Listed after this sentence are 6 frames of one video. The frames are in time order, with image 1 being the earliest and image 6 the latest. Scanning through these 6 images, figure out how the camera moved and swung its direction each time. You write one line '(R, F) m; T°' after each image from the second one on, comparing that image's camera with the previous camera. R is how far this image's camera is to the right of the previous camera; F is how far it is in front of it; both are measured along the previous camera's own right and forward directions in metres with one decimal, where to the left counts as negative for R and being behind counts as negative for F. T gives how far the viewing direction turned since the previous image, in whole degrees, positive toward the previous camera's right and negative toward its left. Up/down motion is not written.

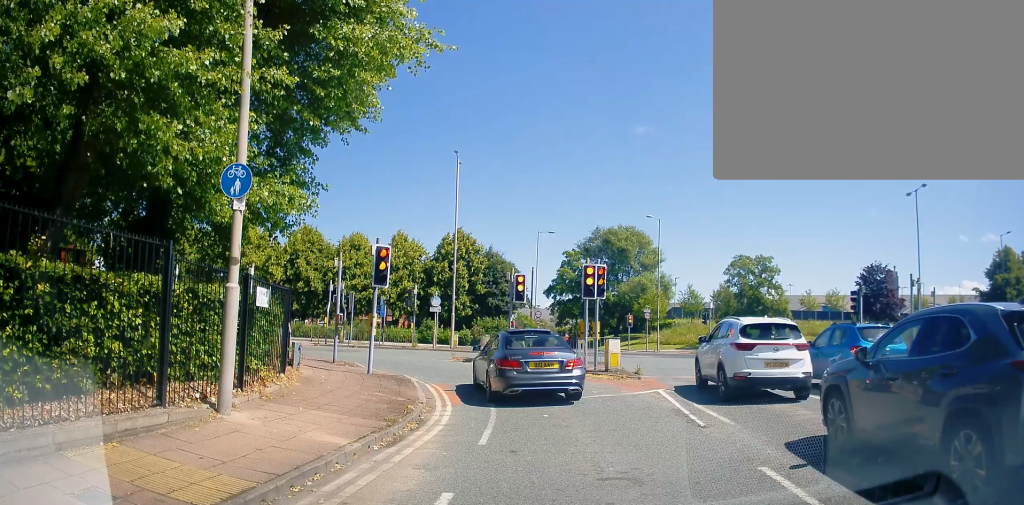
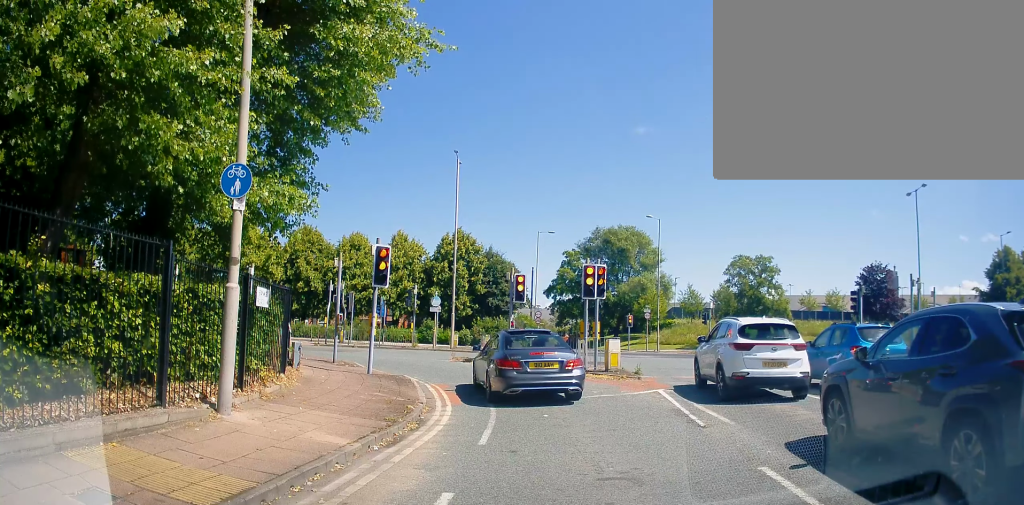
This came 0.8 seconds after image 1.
(0.0, 0.0) m; 0°
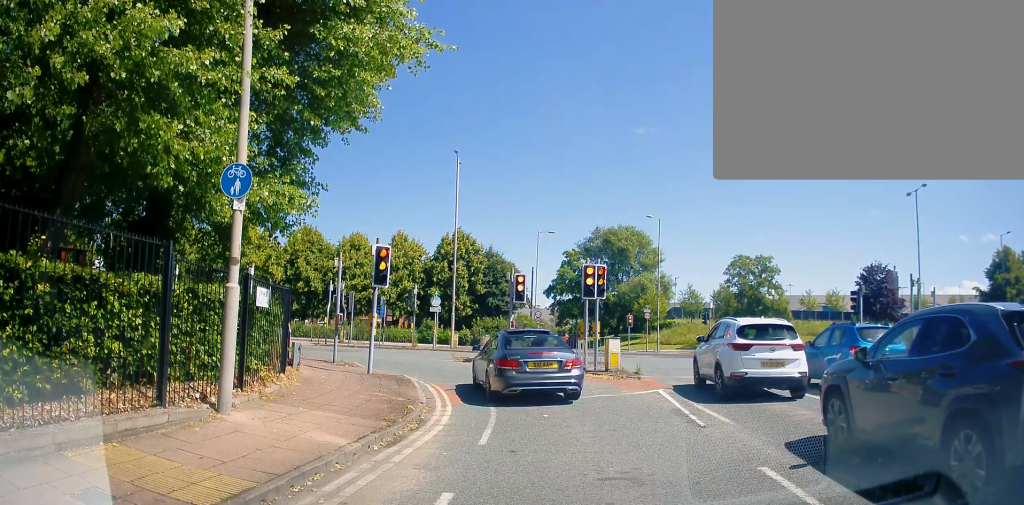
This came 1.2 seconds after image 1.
(0.0, 0.0) m; 0°
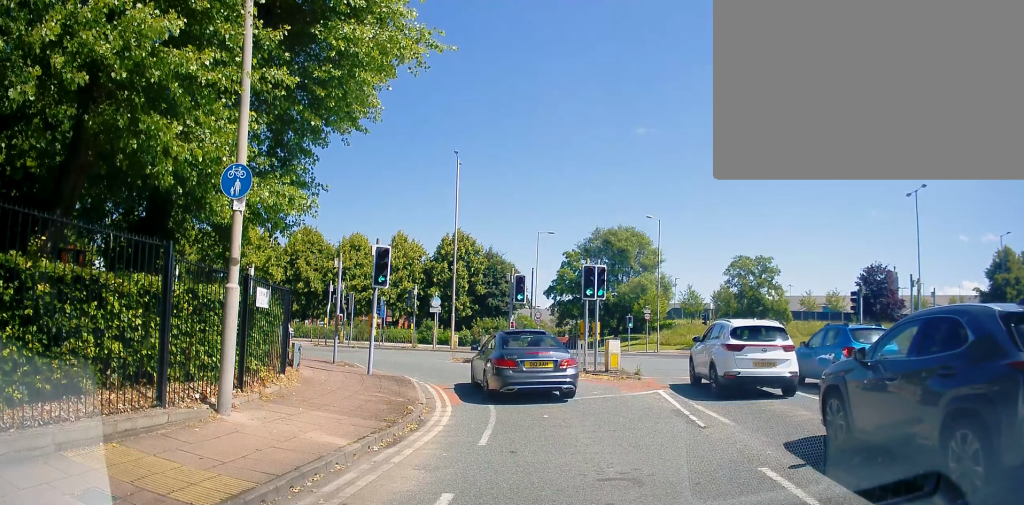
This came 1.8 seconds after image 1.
(0.0, 0.0) m; 0°
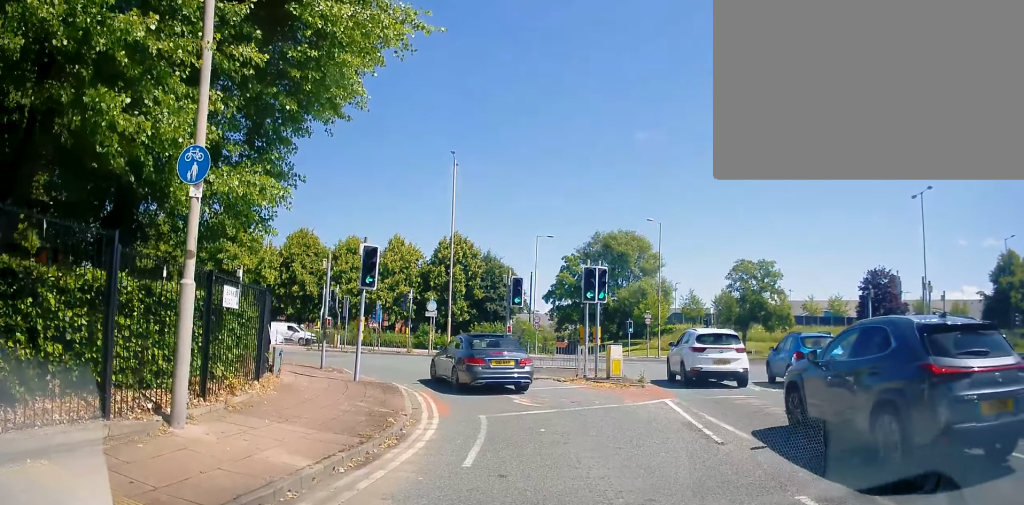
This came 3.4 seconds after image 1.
(-0.1, +0.9) m; 0°
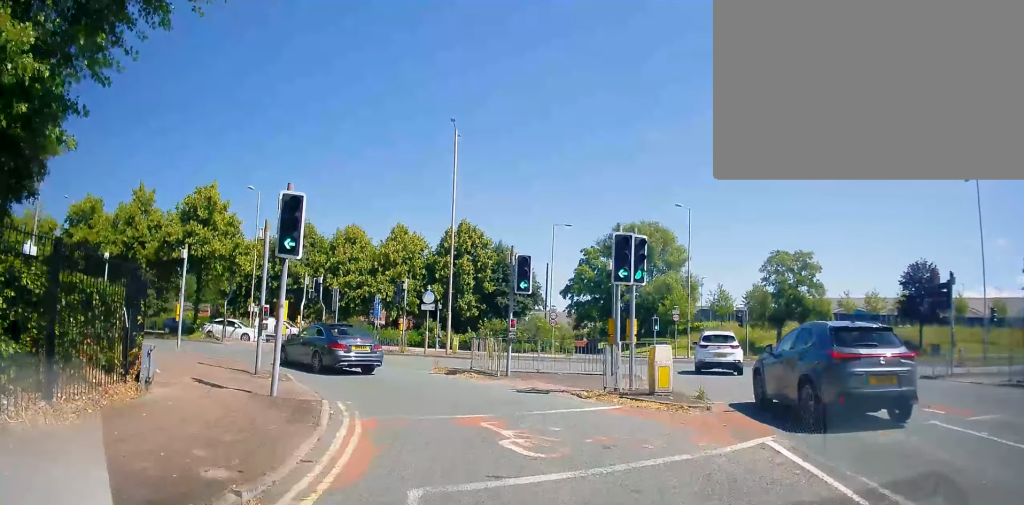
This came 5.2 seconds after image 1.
(+0.3, +4.6) m; +6°
